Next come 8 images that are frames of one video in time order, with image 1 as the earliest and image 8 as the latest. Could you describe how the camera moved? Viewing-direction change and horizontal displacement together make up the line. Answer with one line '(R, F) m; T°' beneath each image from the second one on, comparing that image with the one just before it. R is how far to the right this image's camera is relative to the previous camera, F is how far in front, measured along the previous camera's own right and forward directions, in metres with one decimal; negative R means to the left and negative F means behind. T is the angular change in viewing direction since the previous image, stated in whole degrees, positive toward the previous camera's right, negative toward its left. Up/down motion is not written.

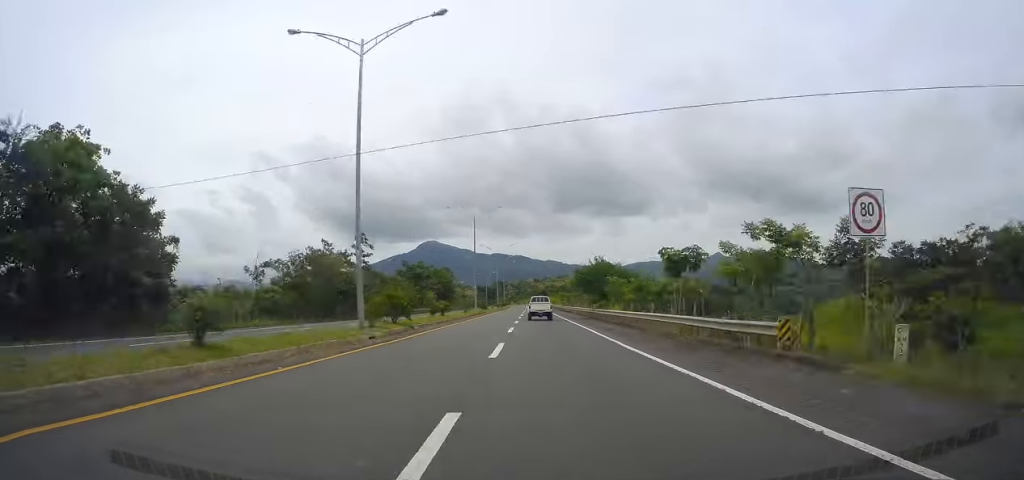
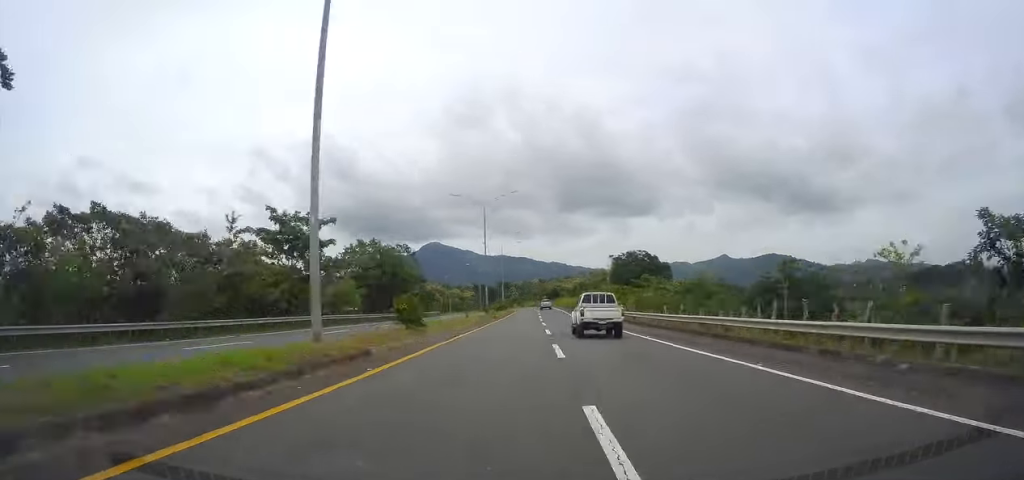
(-0.3, +59.6) m; 0°
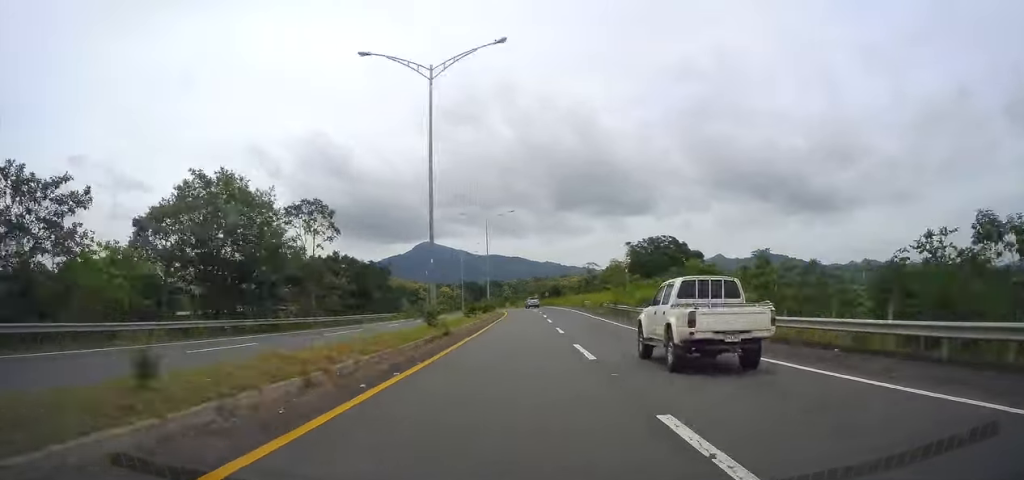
(-0.2, +37.0) m; 0°
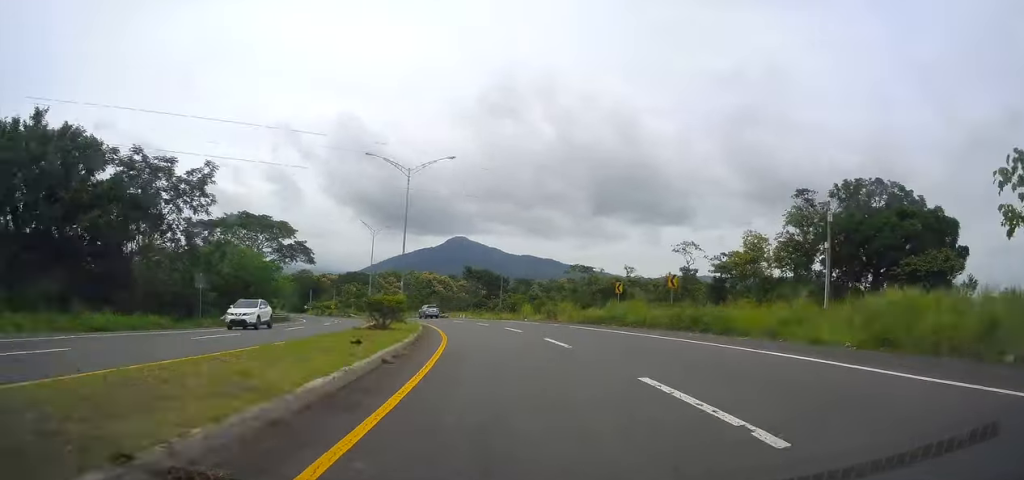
(+0.3, +82.0) m; -2°
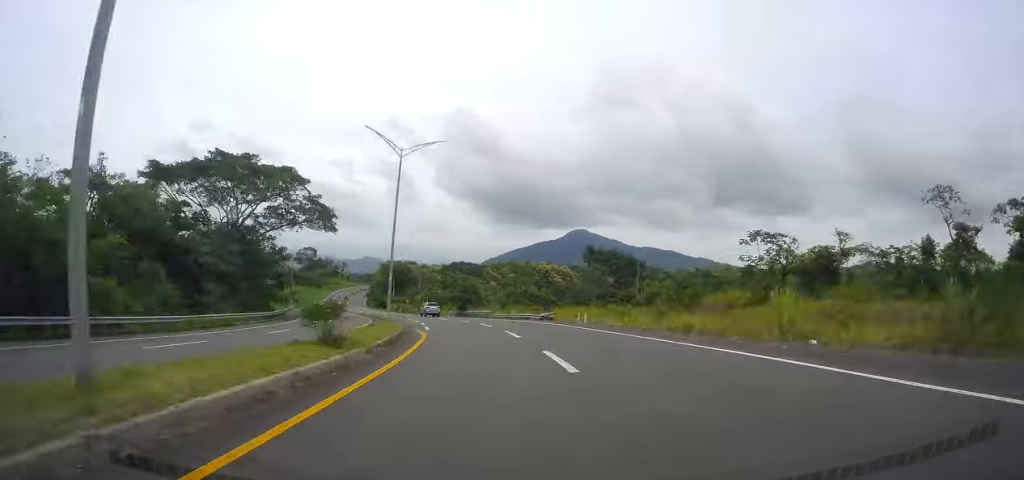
(-1.6, +43.4) m; -7°
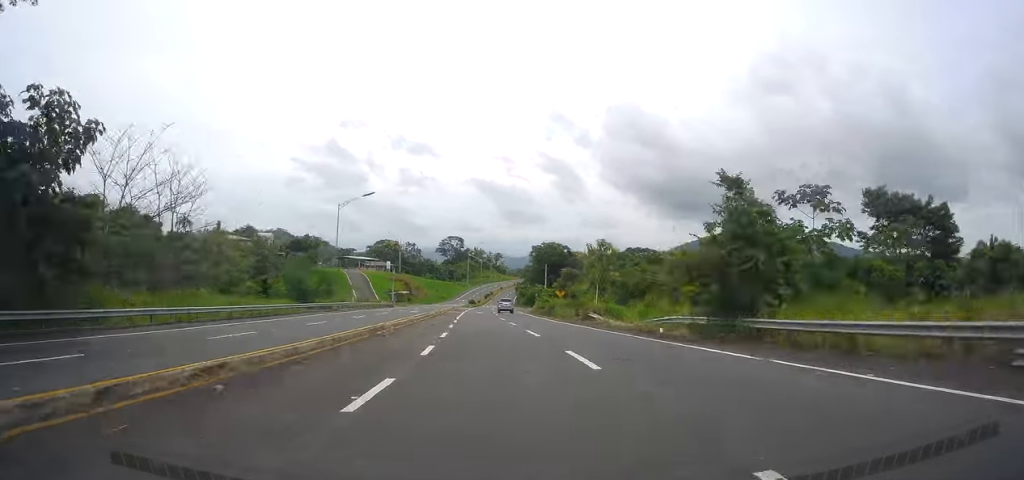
(-6.2, +61.3) m; -15°
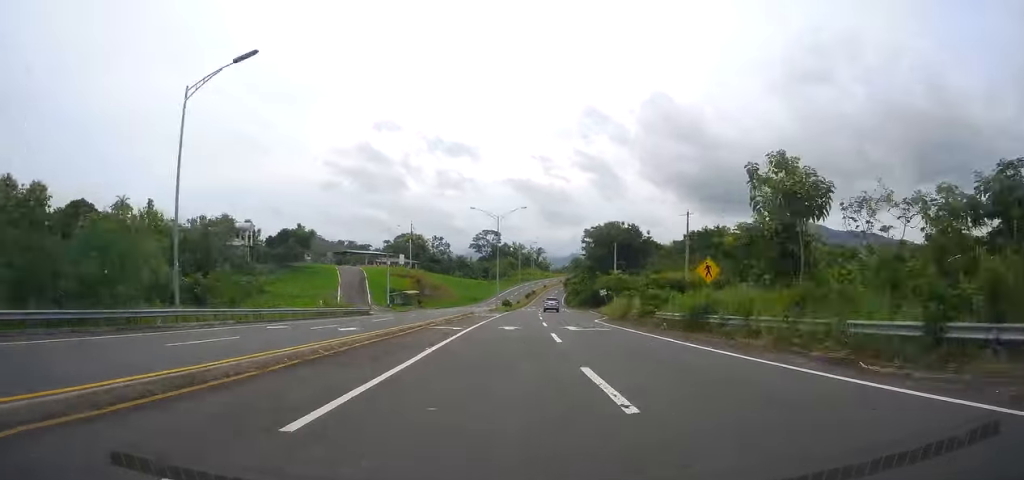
(-5.0, +40.6) m; -8°
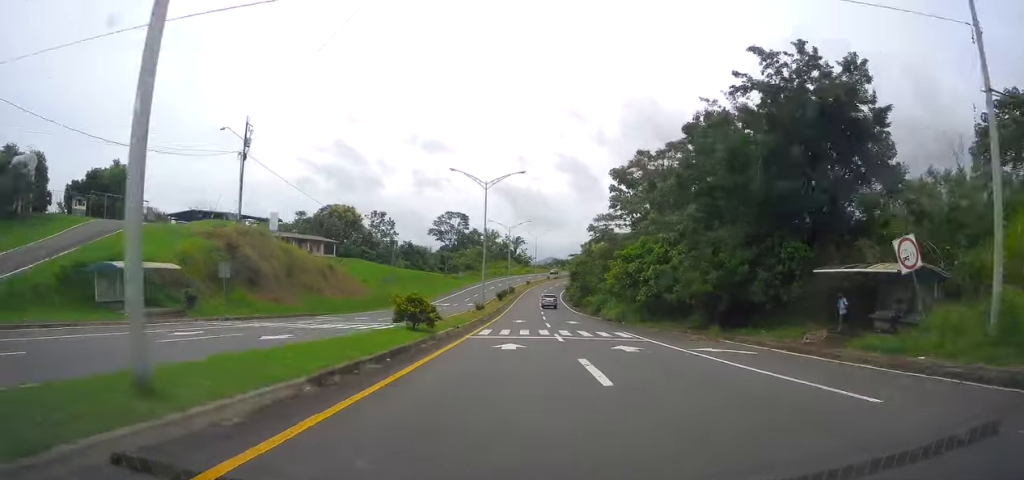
(-4.2, +68.9) m; -3°
